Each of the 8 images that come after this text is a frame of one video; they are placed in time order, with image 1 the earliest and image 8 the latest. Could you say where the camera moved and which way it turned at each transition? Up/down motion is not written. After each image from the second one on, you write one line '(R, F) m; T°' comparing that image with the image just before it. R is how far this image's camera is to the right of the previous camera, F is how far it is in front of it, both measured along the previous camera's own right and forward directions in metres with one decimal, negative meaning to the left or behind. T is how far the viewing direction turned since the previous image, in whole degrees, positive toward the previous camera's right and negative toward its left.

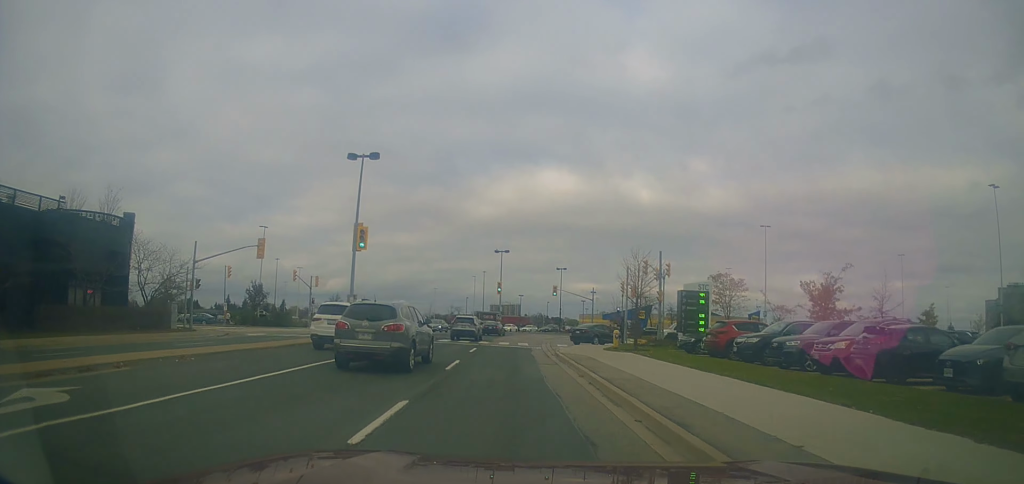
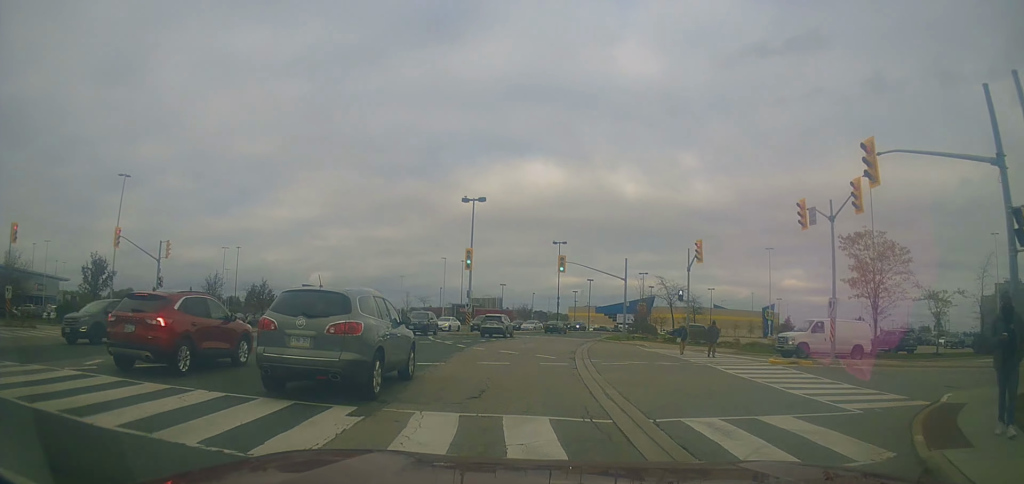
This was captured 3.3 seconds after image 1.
(-1.2, +29.8) m; -2°
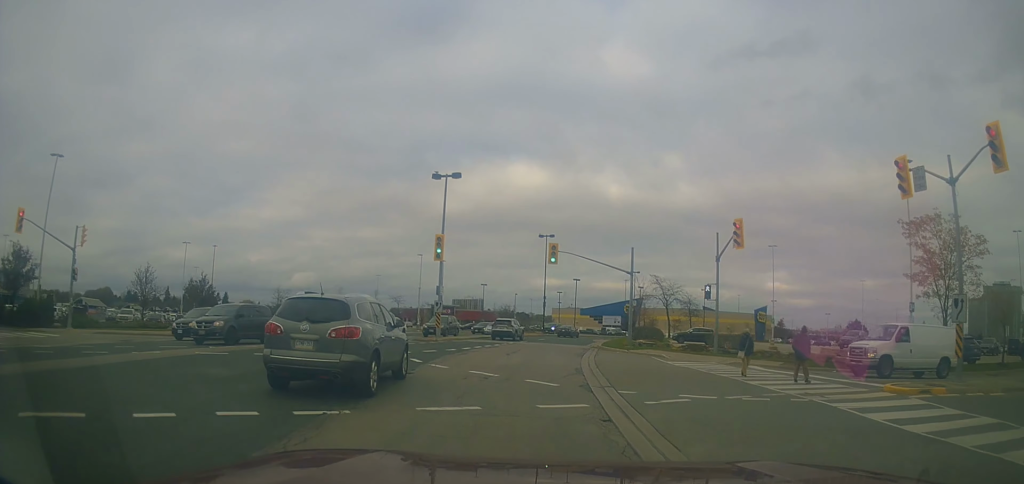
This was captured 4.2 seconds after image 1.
(0.0, +8.3) m; 0°
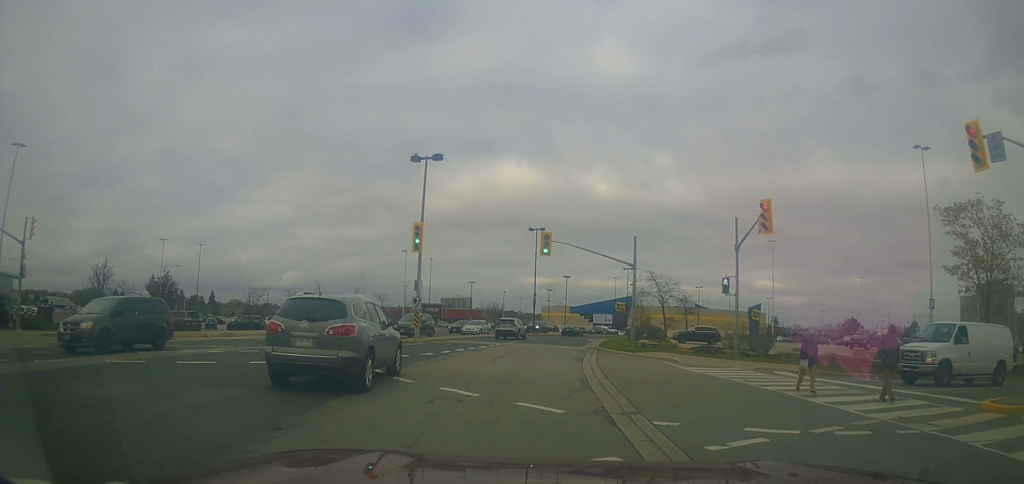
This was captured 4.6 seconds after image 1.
(-0.1, +4.0) m; +1°
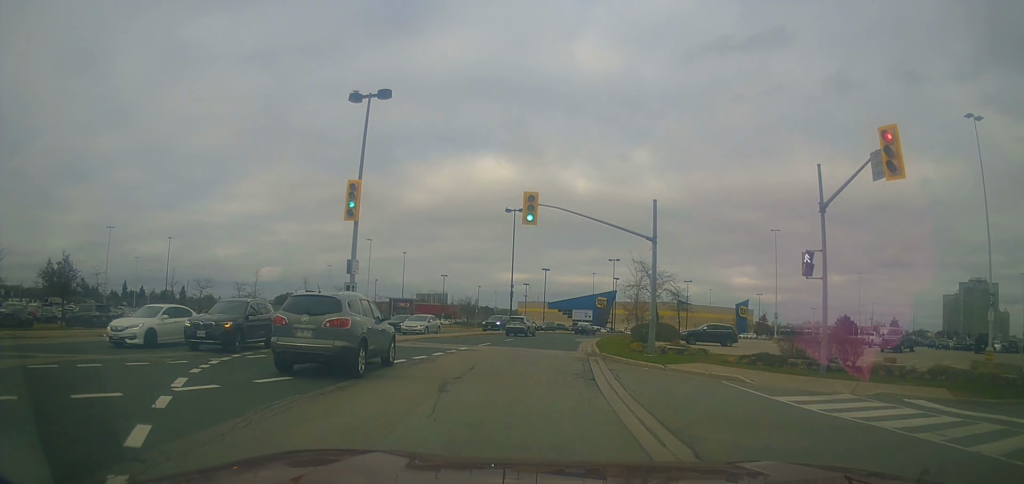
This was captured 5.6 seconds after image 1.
(+0.3, +9.2) m; +6°
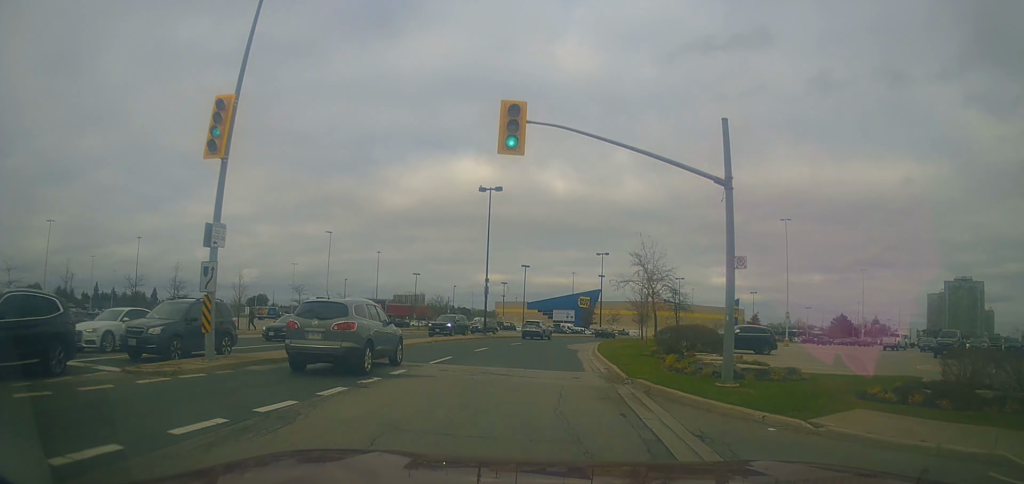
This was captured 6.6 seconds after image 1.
(+0.7, +9.8) m; +3°
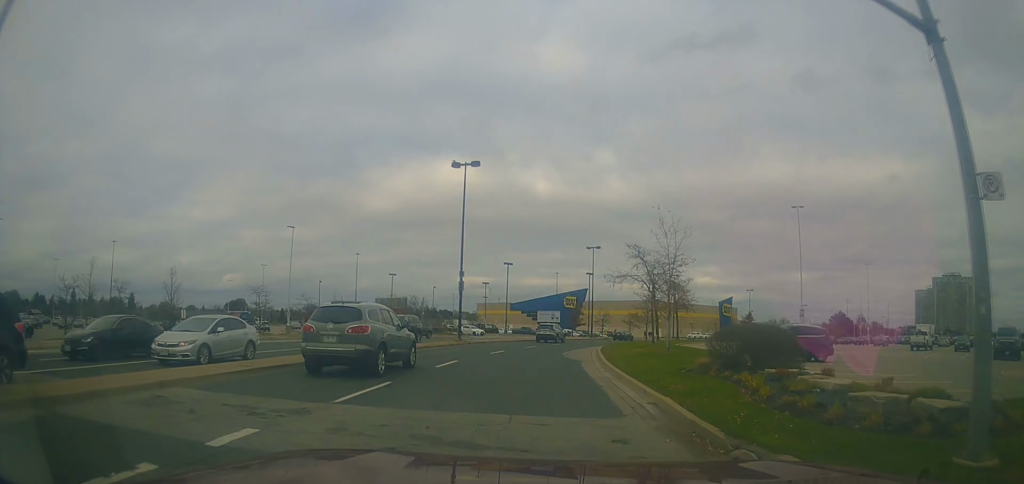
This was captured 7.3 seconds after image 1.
(-0.1, +7.9) m; +1°
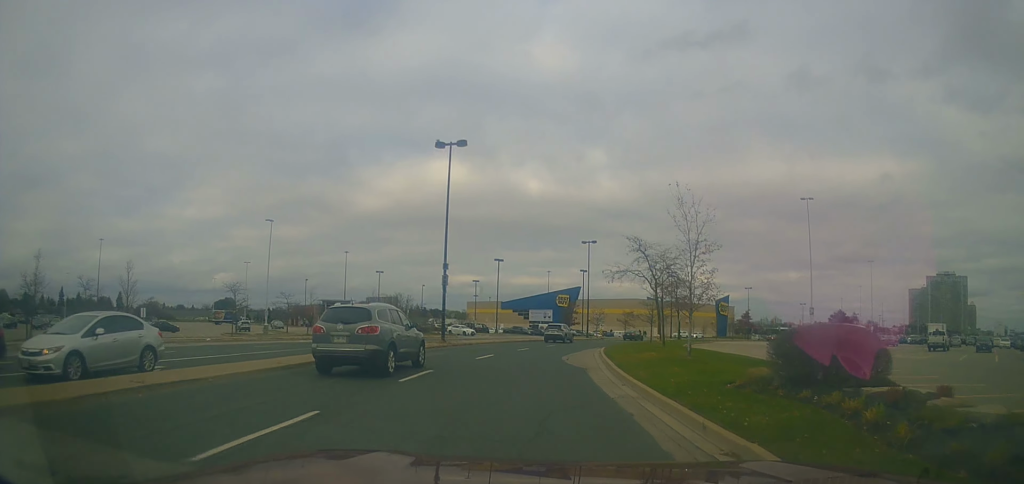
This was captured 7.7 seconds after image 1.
(-0.3, +4.2) m; 0°
